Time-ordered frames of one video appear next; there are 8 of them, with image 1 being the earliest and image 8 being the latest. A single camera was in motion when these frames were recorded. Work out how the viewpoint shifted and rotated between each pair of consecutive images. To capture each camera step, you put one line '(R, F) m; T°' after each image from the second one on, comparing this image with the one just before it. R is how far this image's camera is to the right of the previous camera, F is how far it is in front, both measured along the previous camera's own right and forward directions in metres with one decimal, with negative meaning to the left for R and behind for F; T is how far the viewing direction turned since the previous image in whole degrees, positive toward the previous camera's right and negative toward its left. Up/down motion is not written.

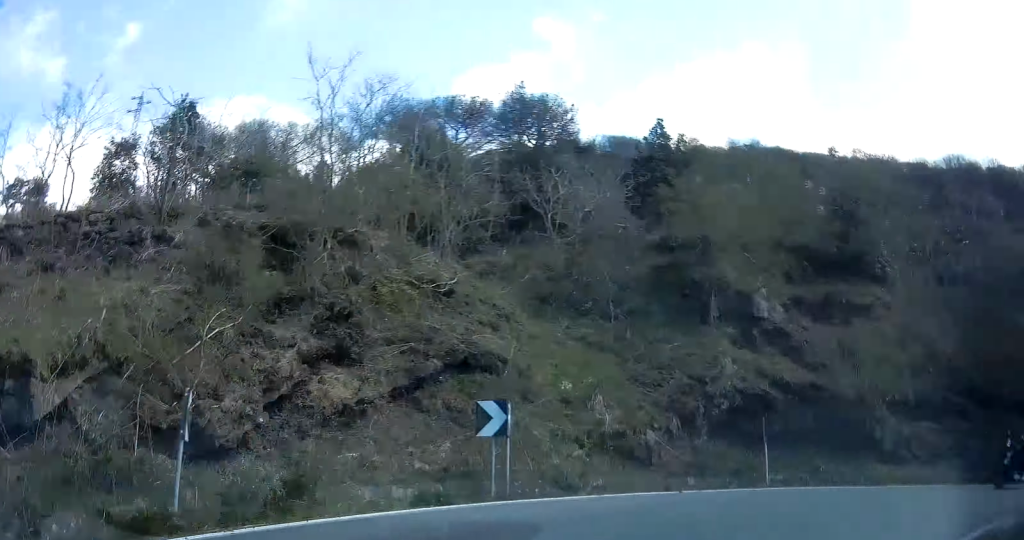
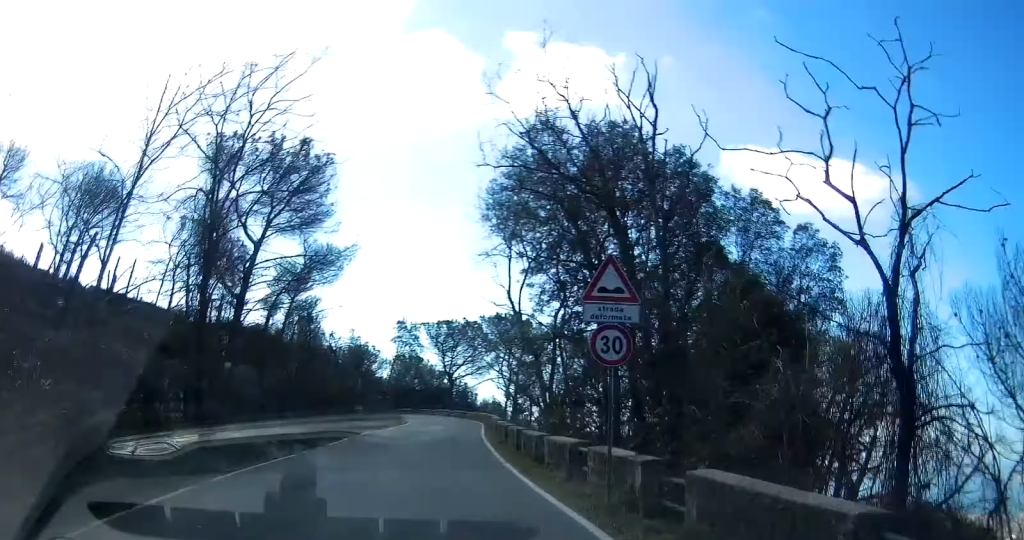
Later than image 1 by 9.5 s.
(+71.7, +19.6) m; +83°
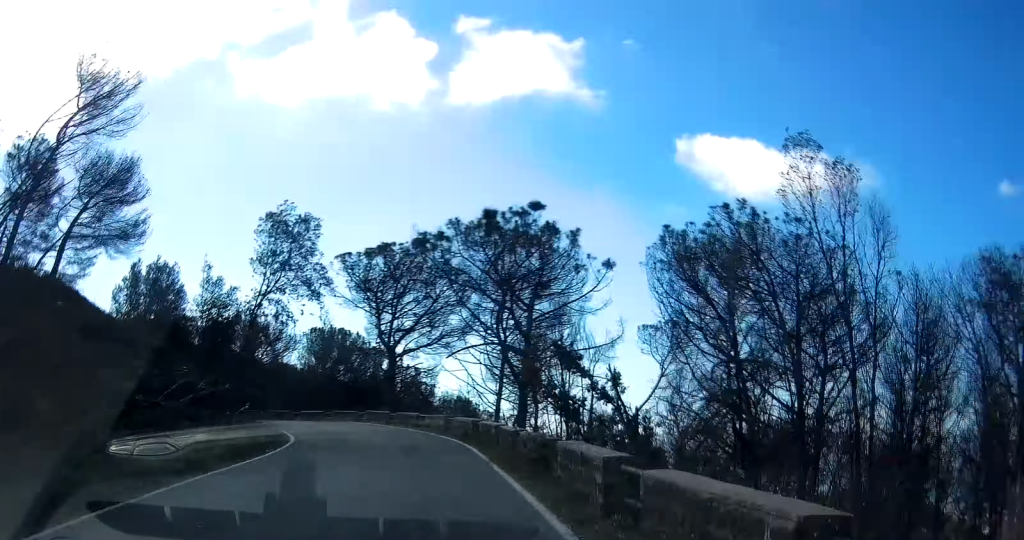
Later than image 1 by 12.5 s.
(+1.5, +29.8) m; -4°
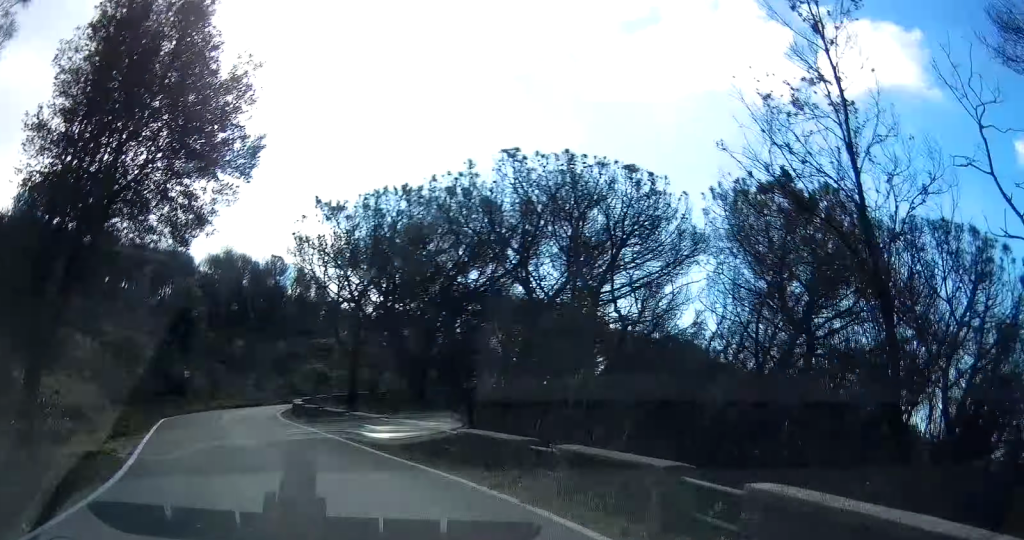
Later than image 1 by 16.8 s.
(-4.4, +42.6) m; -18°
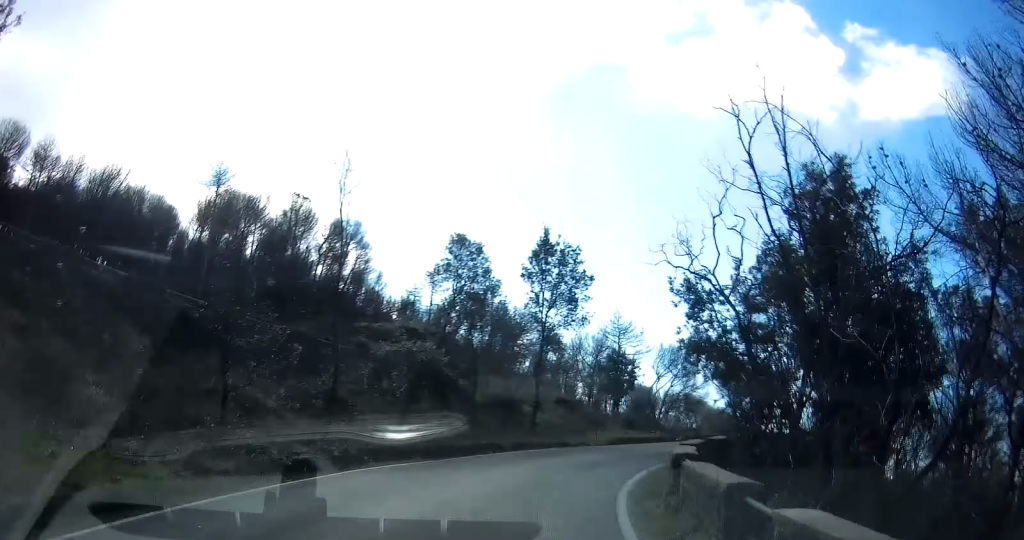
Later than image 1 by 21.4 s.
(-9.5, +39.6) m; +4°
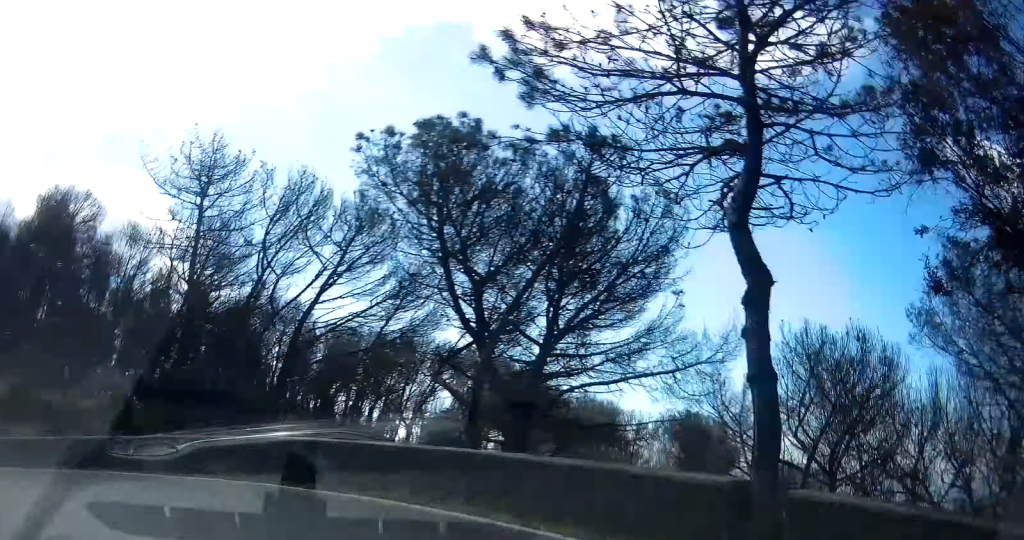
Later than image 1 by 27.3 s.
(+7.6, +38.7) m; -40°
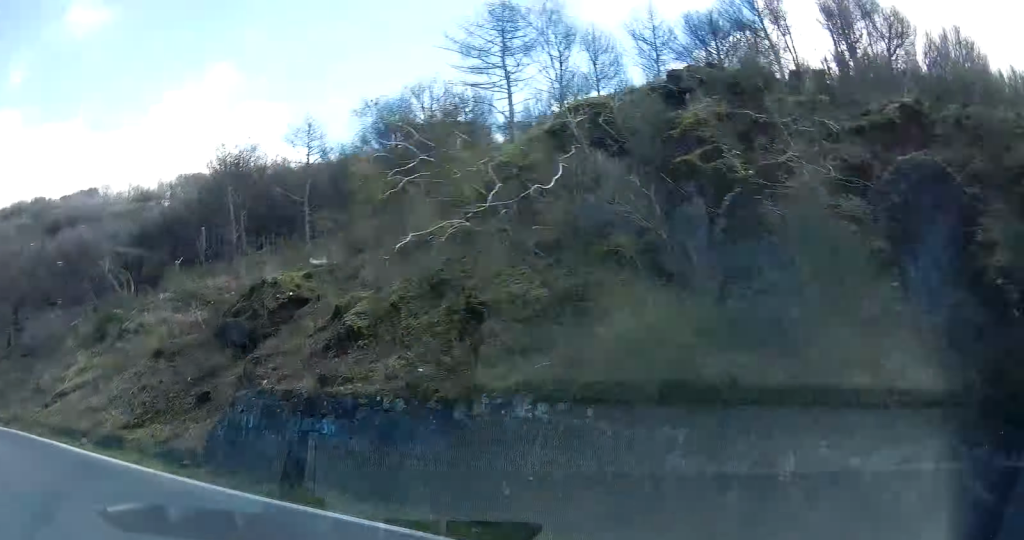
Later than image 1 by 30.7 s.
(-11.1, +11.8) m; -85°
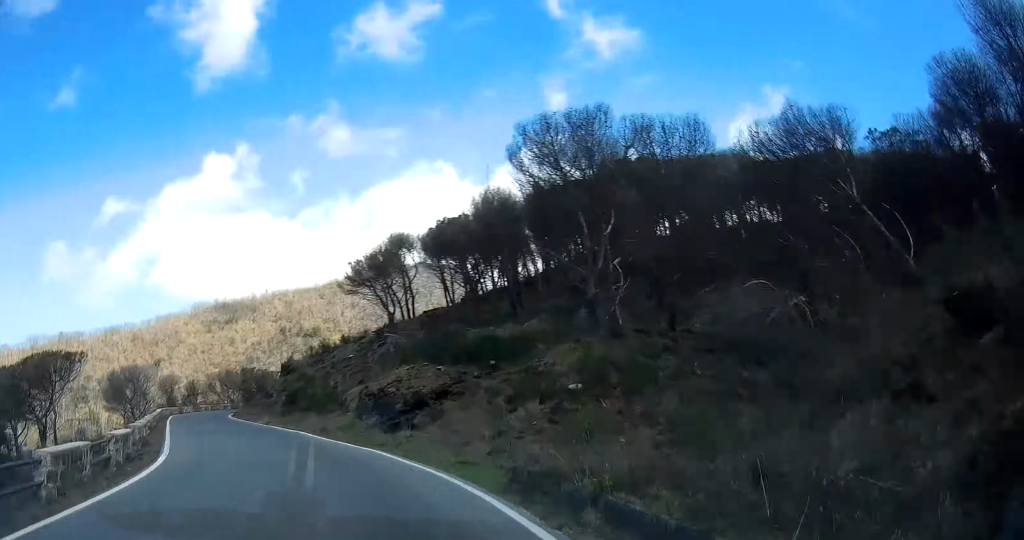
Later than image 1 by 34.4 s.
(-15.7, +25.9) m; -32°
